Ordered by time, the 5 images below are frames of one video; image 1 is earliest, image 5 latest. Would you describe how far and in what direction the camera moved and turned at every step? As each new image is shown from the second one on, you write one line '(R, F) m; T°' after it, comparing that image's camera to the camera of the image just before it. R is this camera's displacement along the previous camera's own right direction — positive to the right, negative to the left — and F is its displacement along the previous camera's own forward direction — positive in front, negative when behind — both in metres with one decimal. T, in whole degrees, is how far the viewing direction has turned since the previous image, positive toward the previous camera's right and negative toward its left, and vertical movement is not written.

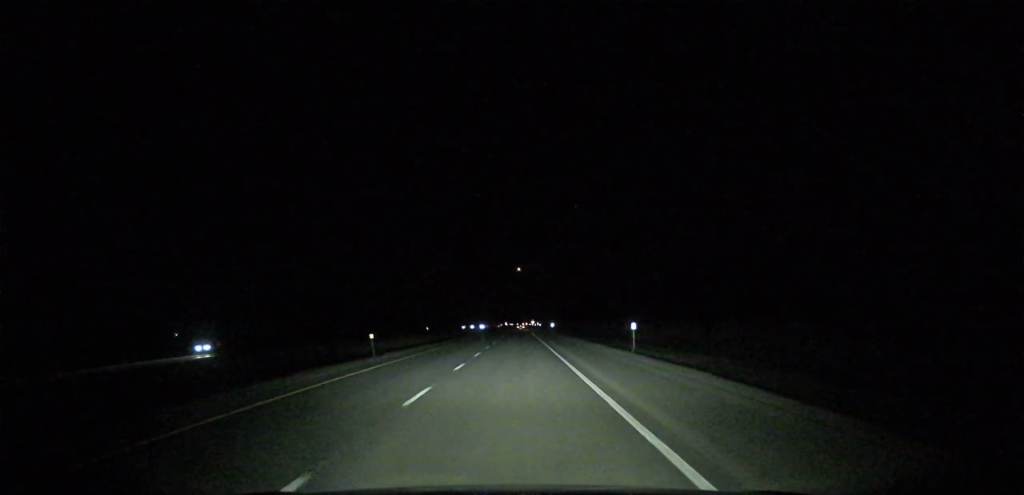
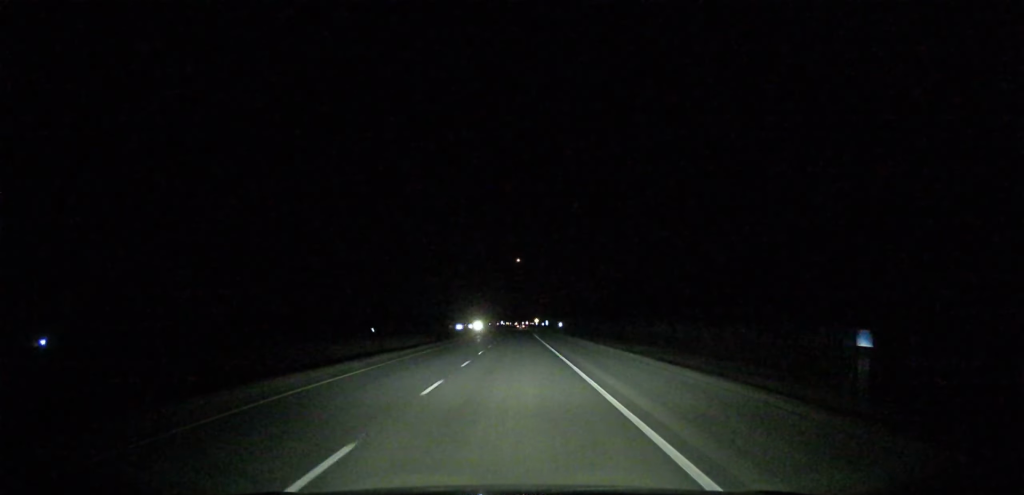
(+0.3, +156.8) m; 0°
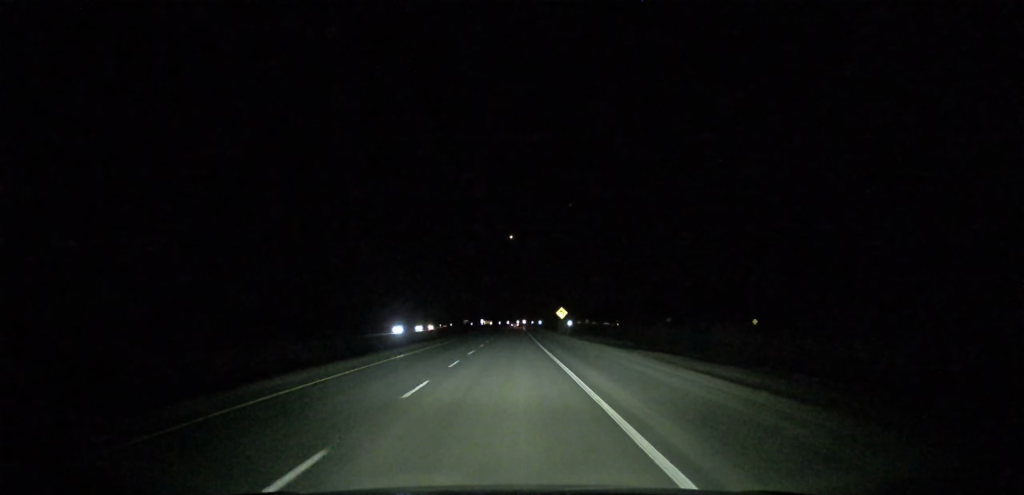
(+0.4, +268.0) m; 0°
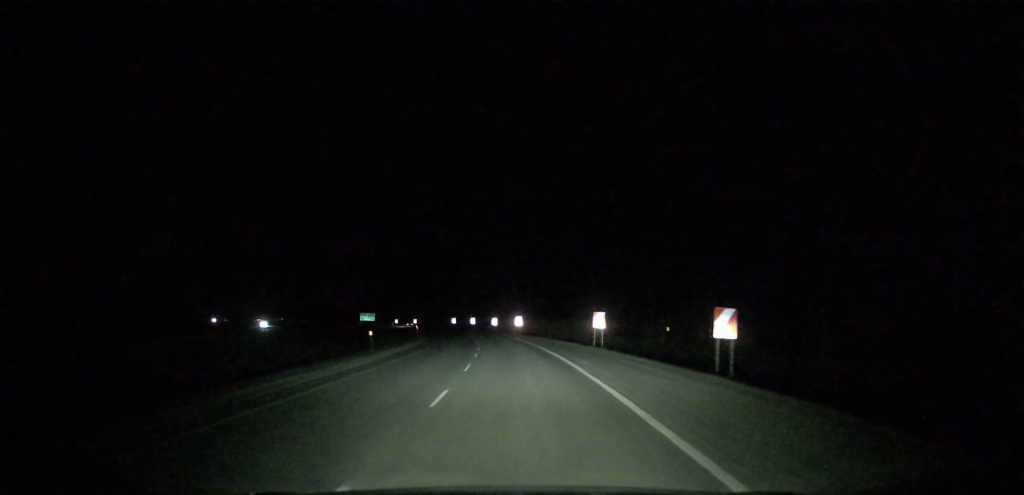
(-55.8, +496.5) m; -22°
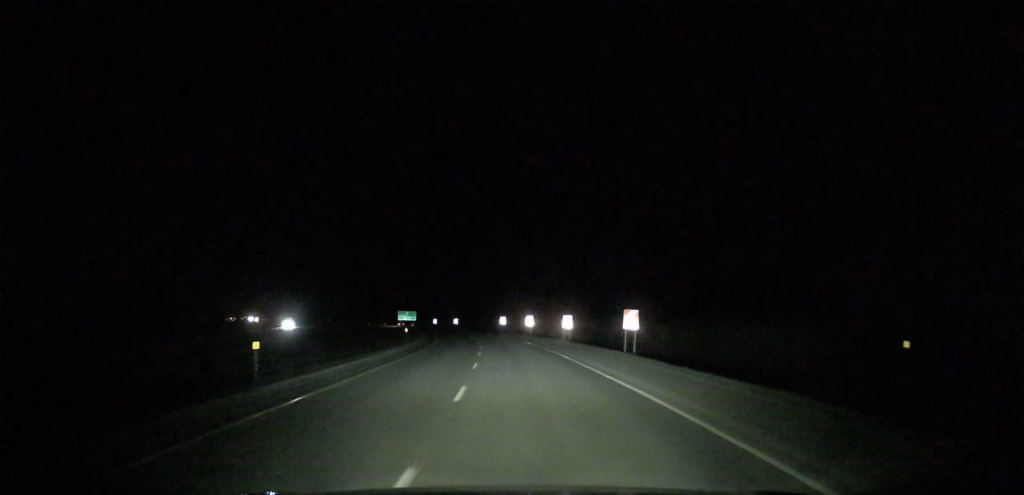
(-6.4, +52.4) m; -6°
